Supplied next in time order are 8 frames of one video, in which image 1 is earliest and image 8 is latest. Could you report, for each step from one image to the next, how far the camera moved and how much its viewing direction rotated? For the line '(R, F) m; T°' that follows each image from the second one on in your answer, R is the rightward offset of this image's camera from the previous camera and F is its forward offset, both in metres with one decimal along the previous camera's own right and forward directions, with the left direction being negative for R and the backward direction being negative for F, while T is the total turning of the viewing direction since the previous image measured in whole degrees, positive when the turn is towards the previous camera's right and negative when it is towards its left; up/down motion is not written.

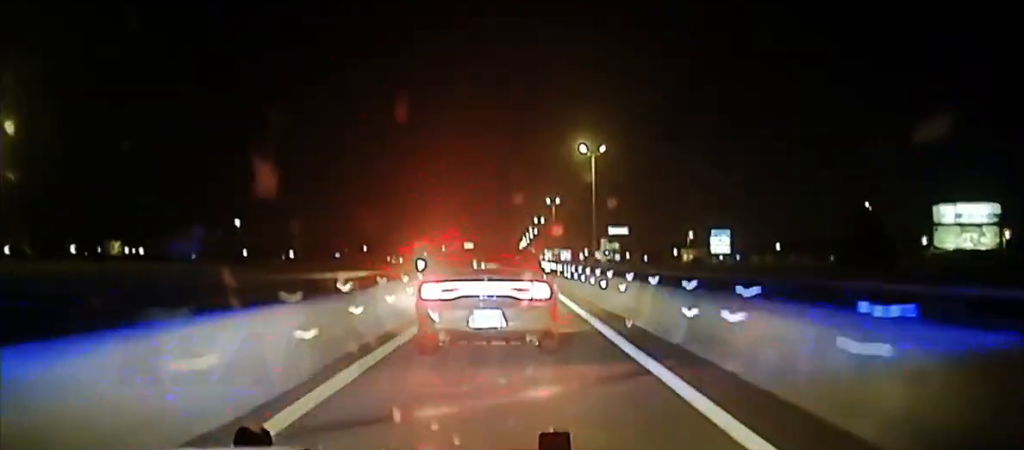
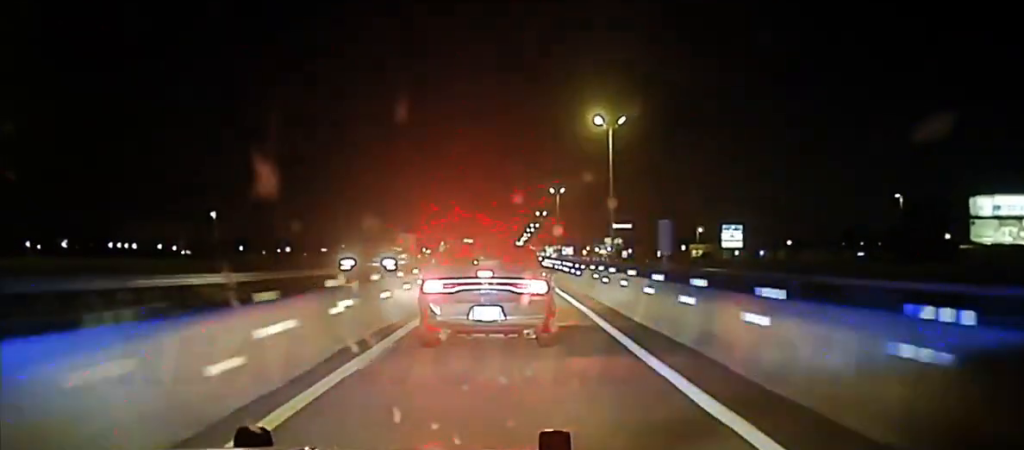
(-0.2, +16.6) m; 0°
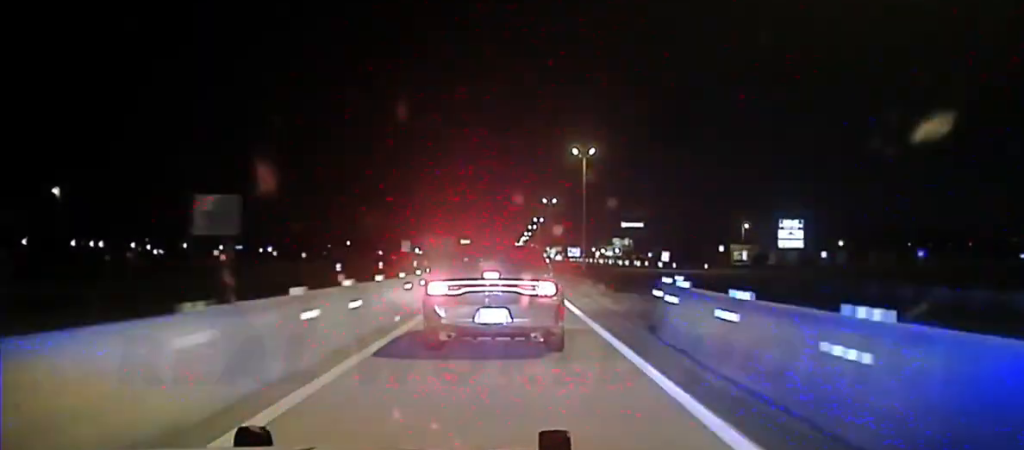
(0.0, +65.0) m; 0°
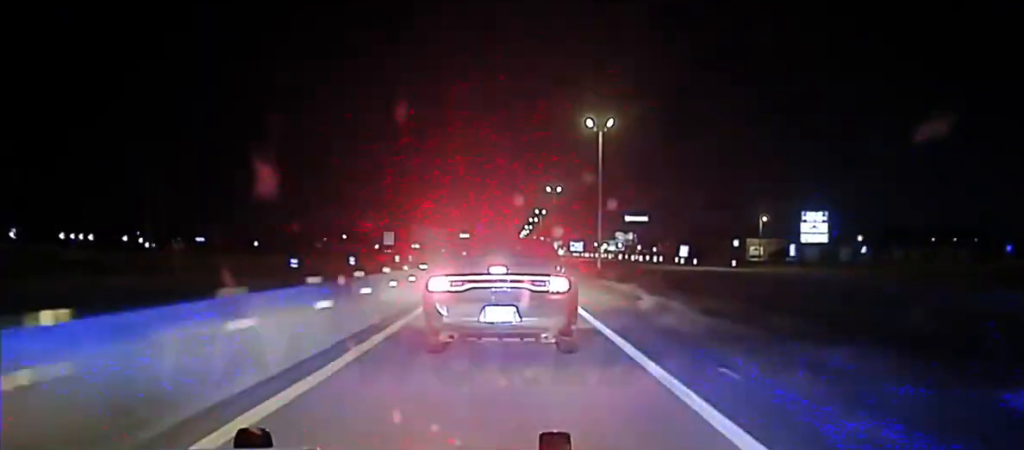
(+0.1, +19.7) m; 0°
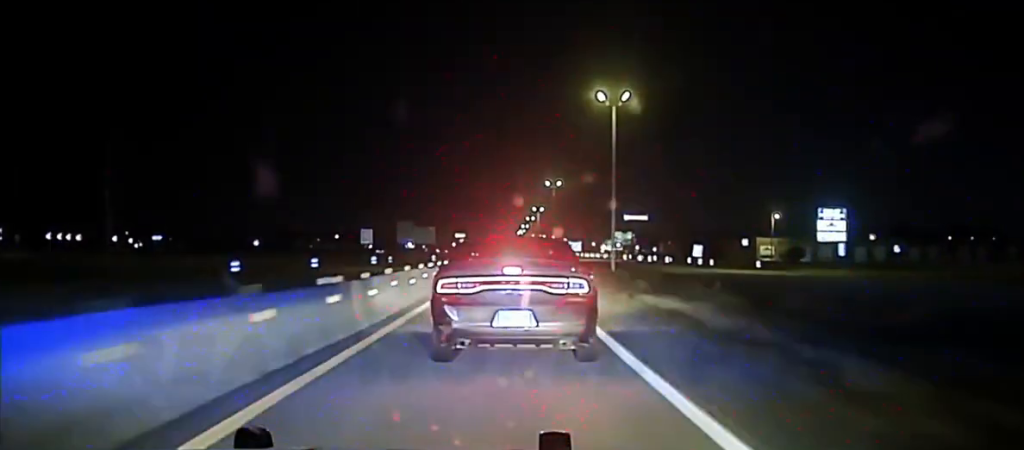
(-0.2, +14.5) m; 0°
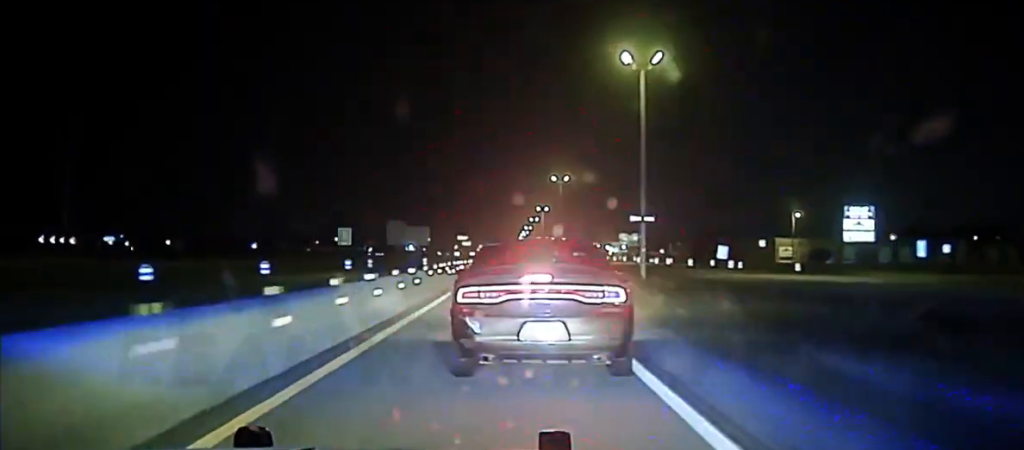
(-0.1, +13.6) m; 0°
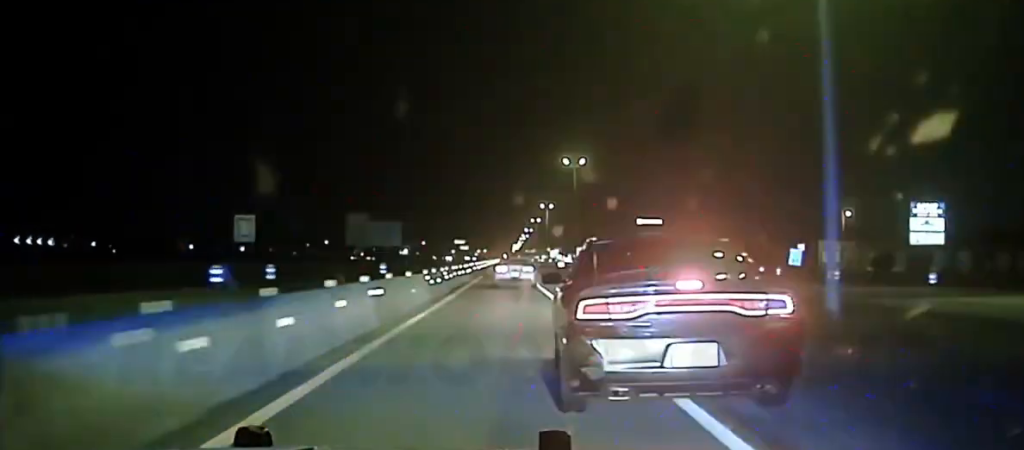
(0.0, +27.0) m; +1°
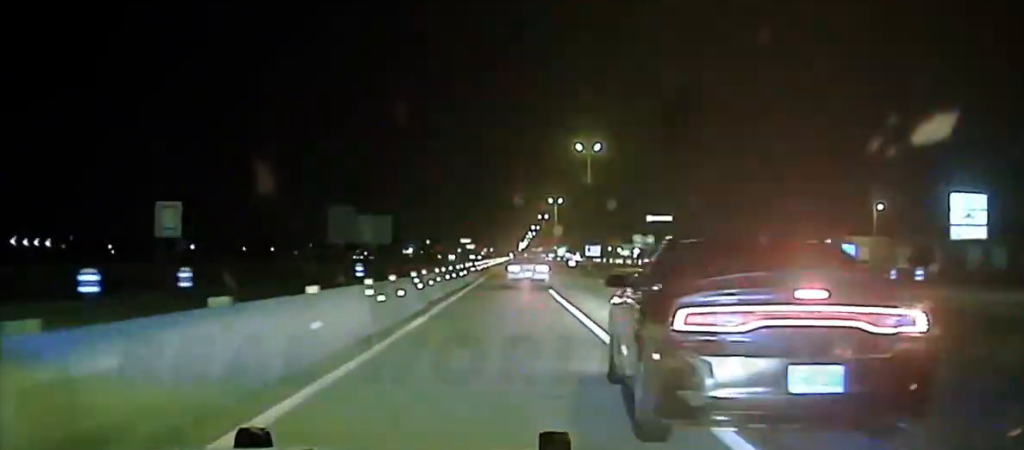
(0.0, +11.3) m; +1°
